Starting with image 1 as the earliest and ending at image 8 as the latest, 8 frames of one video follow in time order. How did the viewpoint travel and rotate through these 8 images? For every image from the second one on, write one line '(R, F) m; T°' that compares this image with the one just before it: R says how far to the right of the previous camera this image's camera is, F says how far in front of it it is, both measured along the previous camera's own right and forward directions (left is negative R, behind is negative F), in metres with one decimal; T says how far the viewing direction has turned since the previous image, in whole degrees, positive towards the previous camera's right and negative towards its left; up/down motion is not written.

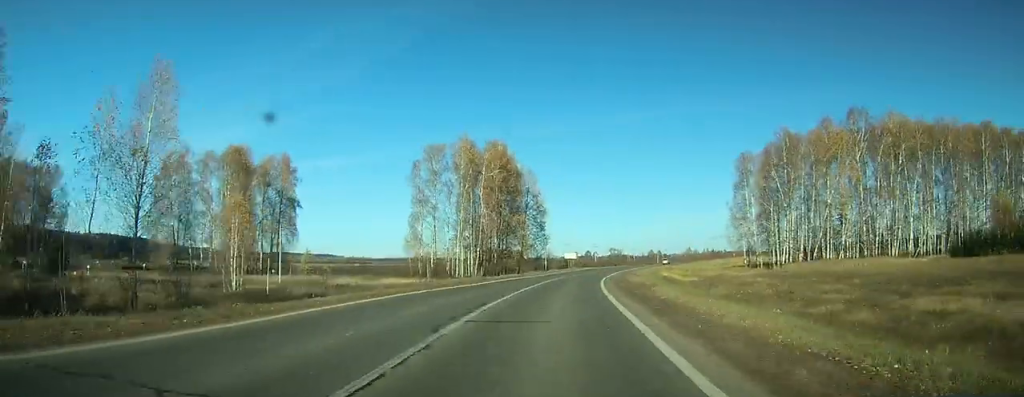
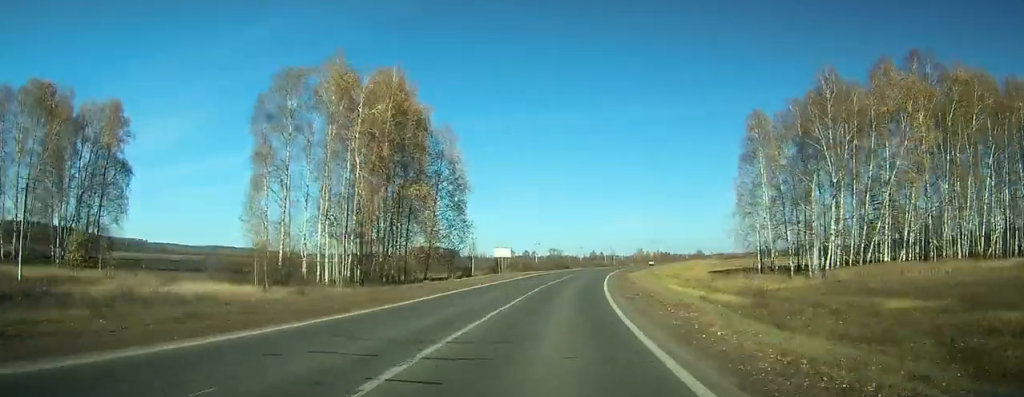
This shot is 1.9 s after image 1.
(+2.4, +38.3) m; +7°
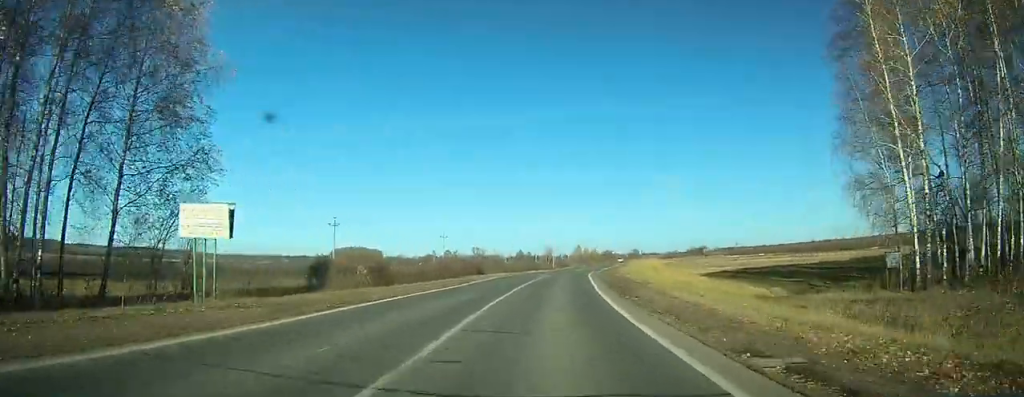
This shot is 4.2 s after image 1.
(+3.3, +48.2) m; +8°
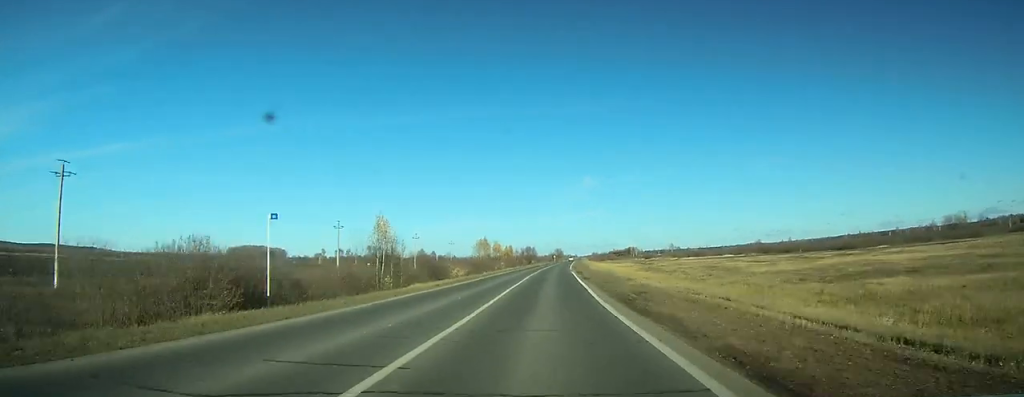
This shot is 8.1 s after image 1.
(+6.9, +83.9) m; +7°
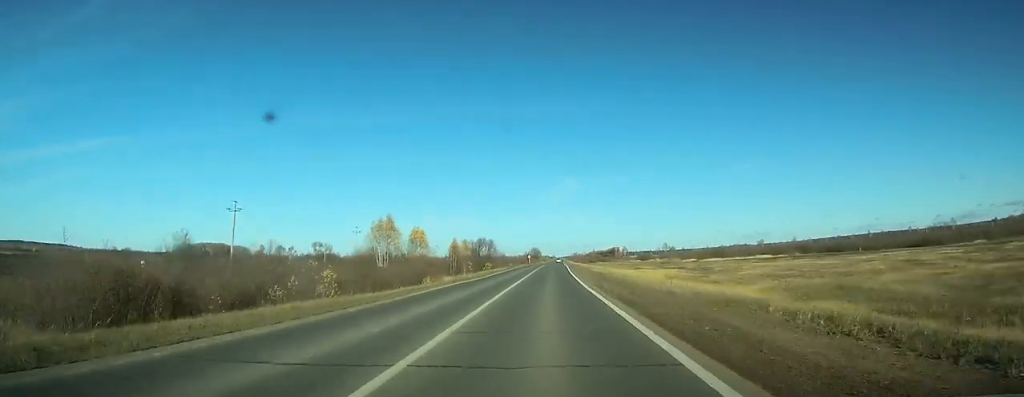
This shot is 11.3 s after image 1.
(+2.0, +77.9) m; +2°
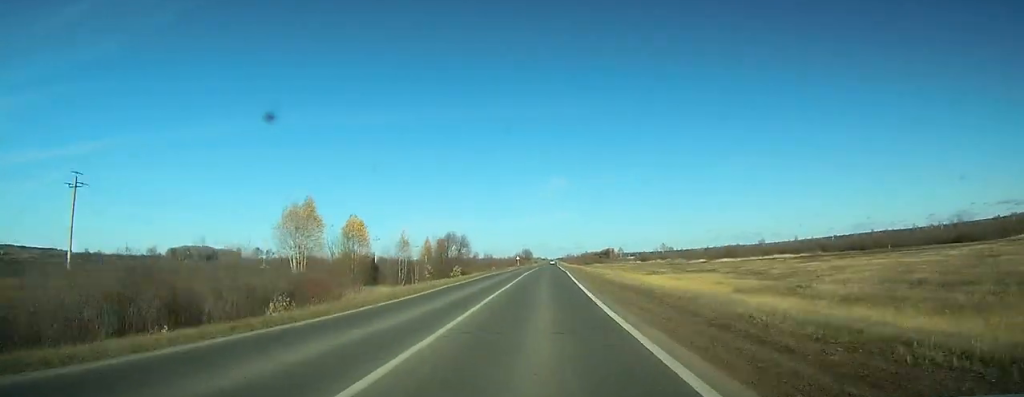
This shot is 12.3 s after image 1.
(+0.1, +24.5) m; +1°
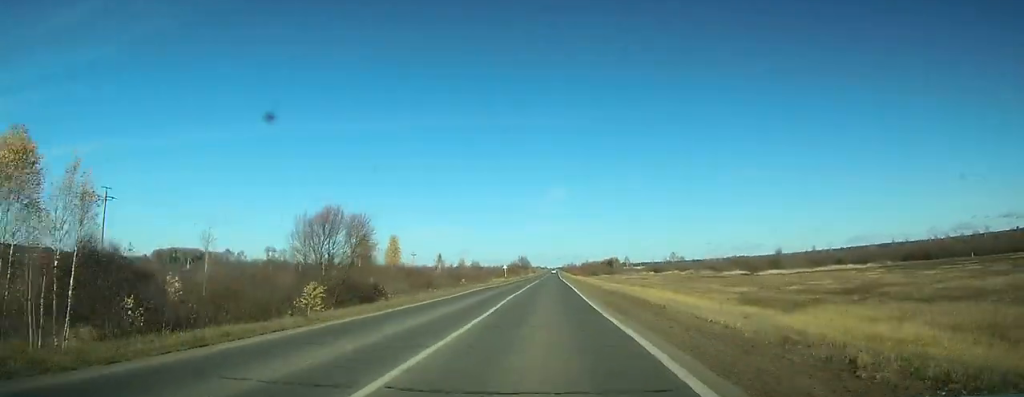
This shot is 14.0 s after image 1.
(+0.3, +38.7) m; +1°
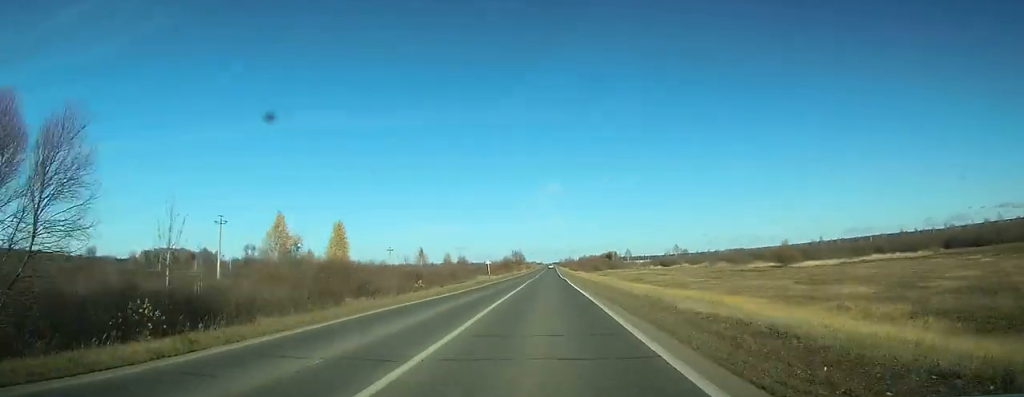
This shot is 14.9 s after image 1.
(+0.1, +20.9) m; 0°
